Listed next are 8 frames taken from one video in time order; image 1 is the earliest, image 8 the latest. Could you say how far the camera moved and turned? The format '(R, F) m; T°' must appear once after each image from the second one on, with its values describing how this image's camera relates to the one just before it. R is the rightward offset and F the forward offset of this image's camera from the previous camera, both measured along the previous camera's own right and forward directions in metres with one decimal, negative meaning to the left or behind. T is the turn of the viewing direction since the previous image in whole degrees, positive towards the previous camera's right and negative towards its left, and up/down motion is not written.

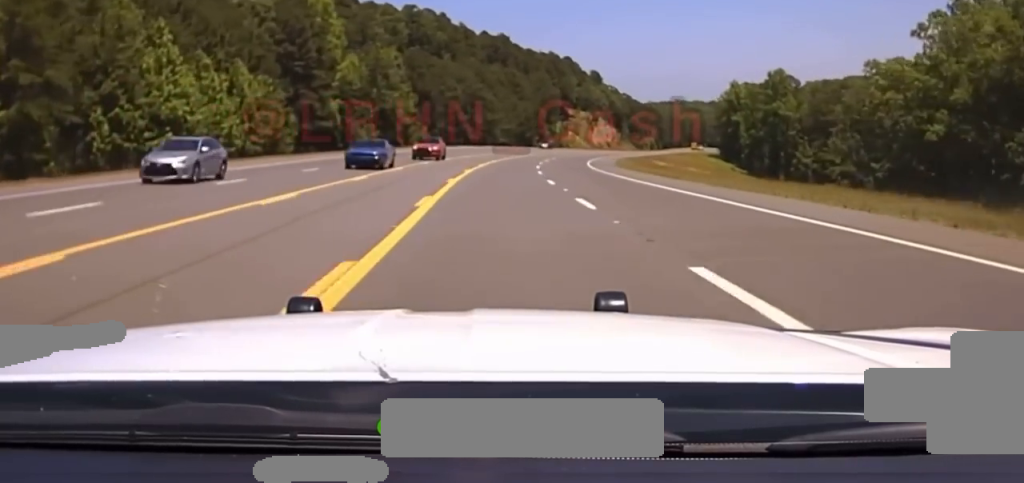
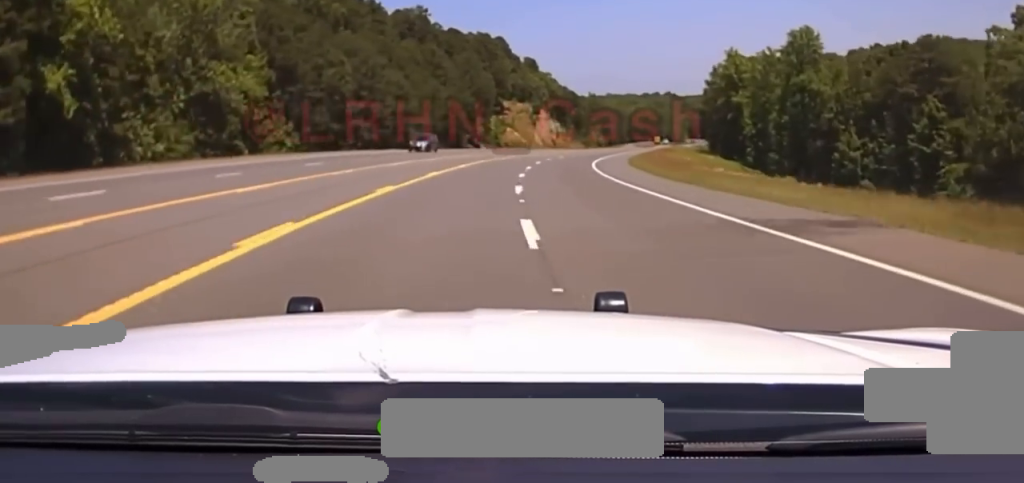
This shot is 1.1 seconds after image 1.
(+0.2, +49.5) m; +2°
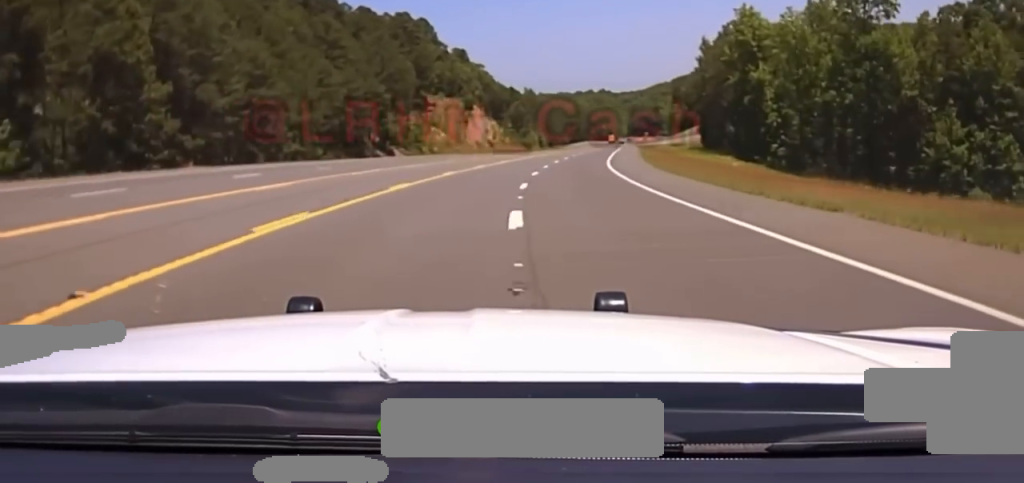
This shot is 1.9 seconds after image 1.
(+1.2, +42.1) m; +4°
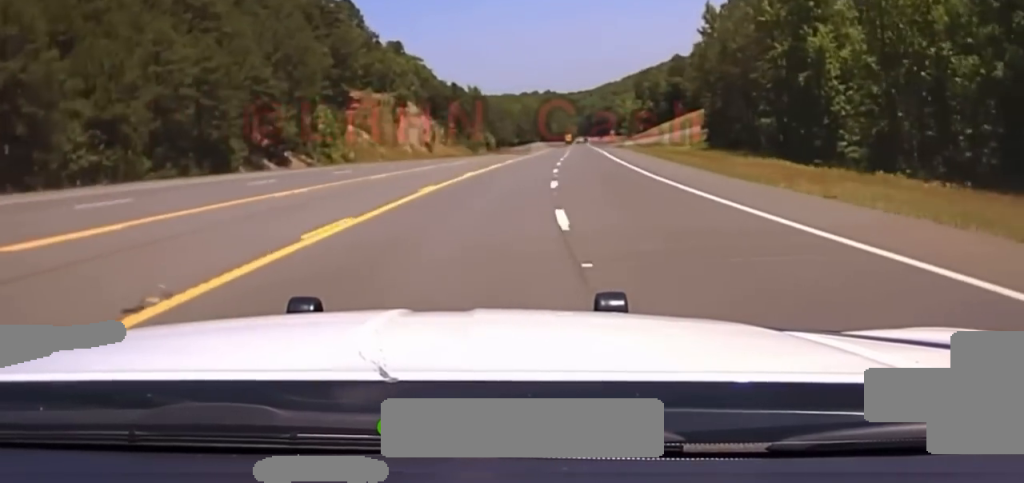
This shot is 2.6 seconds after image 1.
(+0.5, +34.4) m; +4°
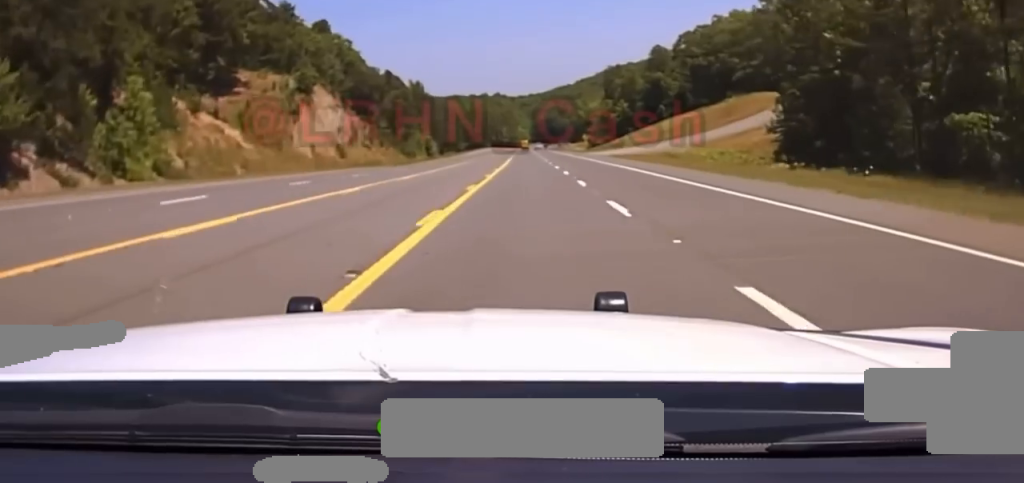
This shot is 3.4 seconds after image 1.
(+2.0, +46.4) m; +4°
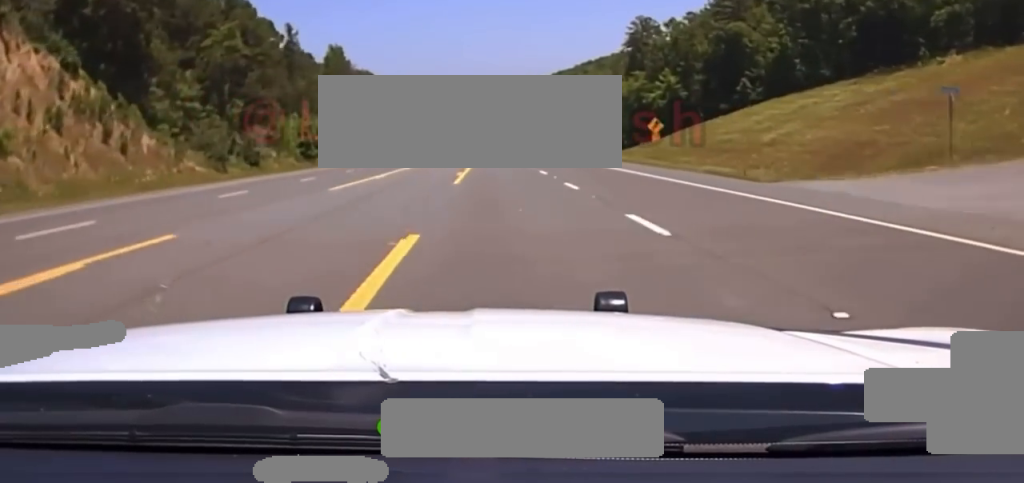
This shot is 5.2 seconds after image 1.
(+5.7, +110.2) m; +4°
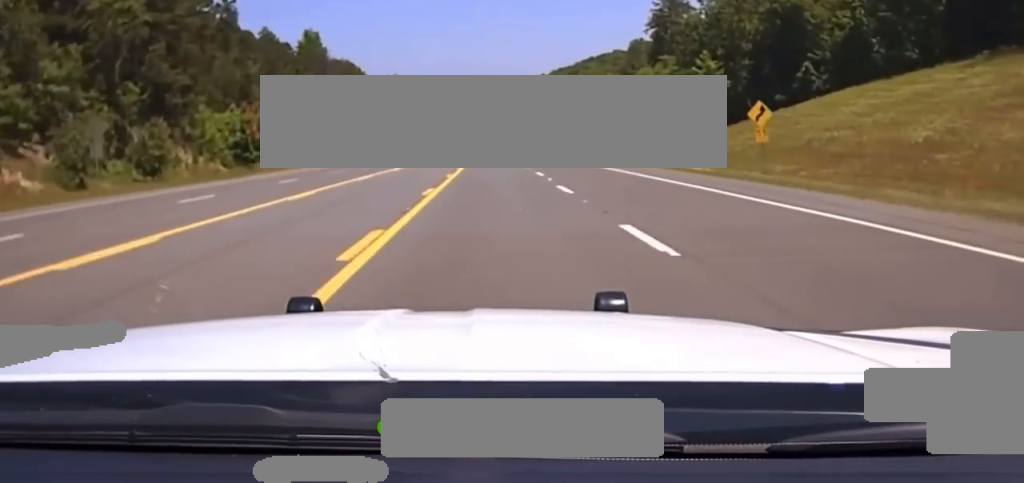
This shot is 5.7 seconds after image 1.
(+0.2, +30.6) m; 0°
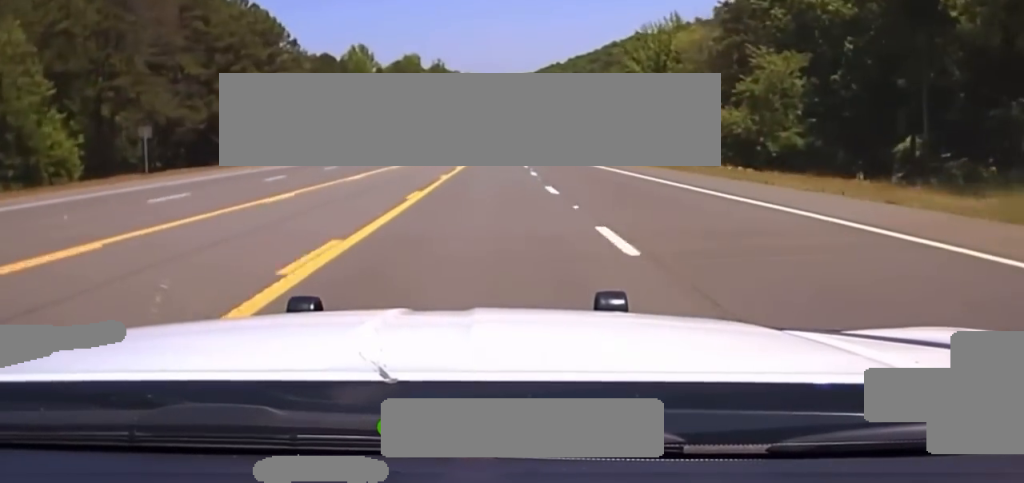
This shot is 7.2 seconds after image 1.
(-0.5, +87.7) m; 0°
